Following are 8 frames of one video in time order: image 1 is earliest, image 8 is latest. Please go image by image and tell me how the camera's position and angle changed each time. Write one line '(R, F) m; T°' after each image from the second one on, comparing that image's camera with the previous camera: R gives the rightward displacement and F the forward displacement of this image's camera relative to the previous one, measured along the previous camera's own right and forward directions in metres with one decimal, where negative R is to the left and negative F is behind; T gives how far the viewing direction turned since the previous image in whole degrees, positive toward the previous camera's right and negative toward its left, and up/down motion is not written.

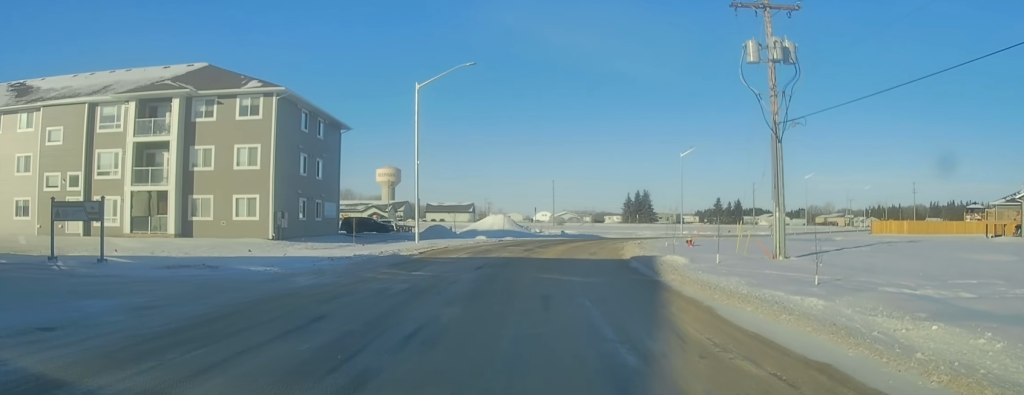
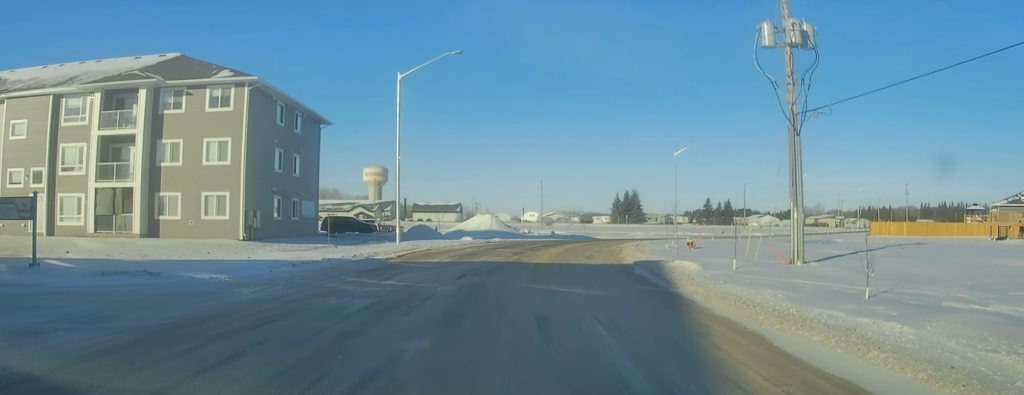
(0.0, +3.0) m; 0°
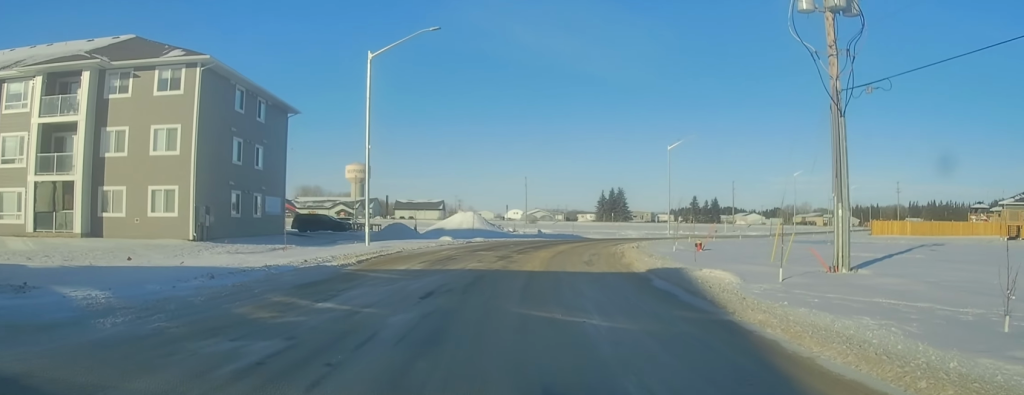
(0.0, +4.7) m; +1°
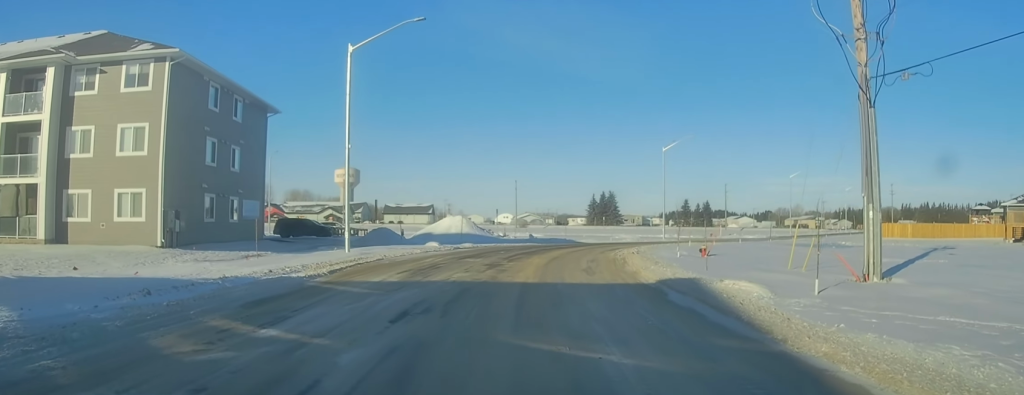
(-0.1, +2.4) m; +2°
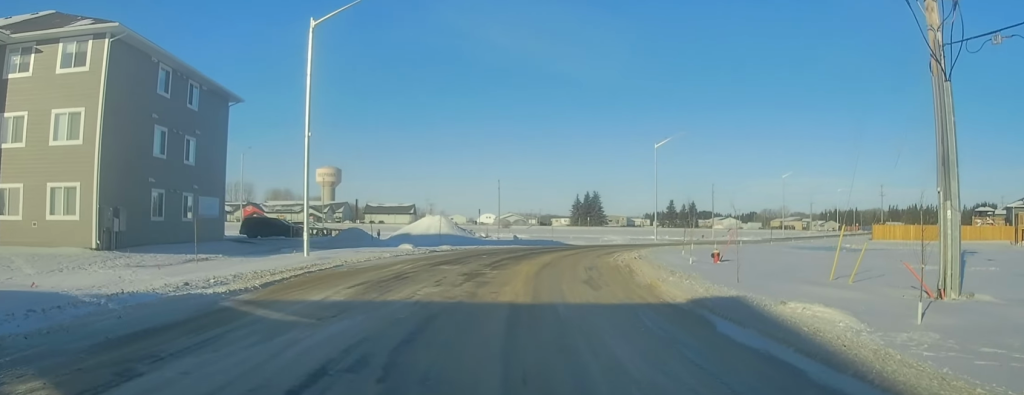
(+0.2, +4.2) m; +1°
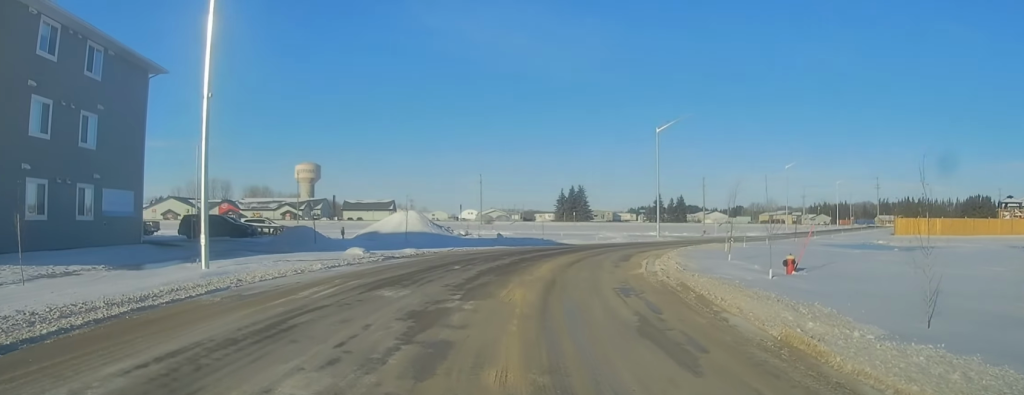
(-0.1, +8.6) m; -1°
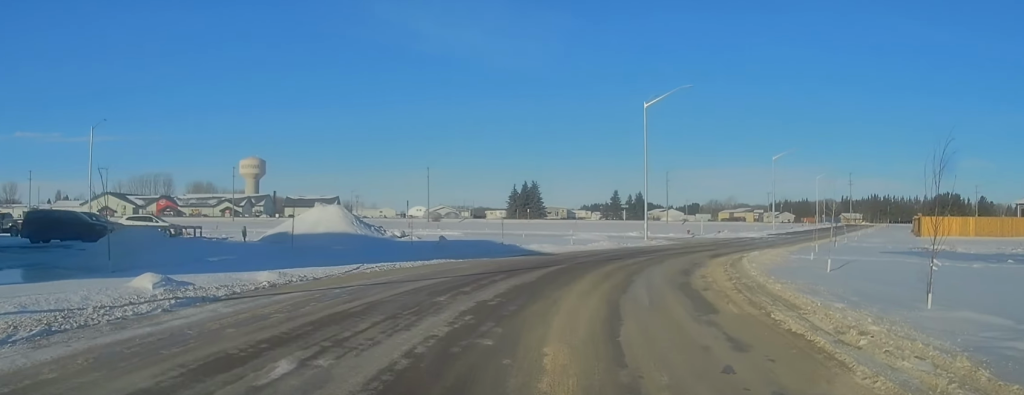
(+0.8, +14.2) m; +8°
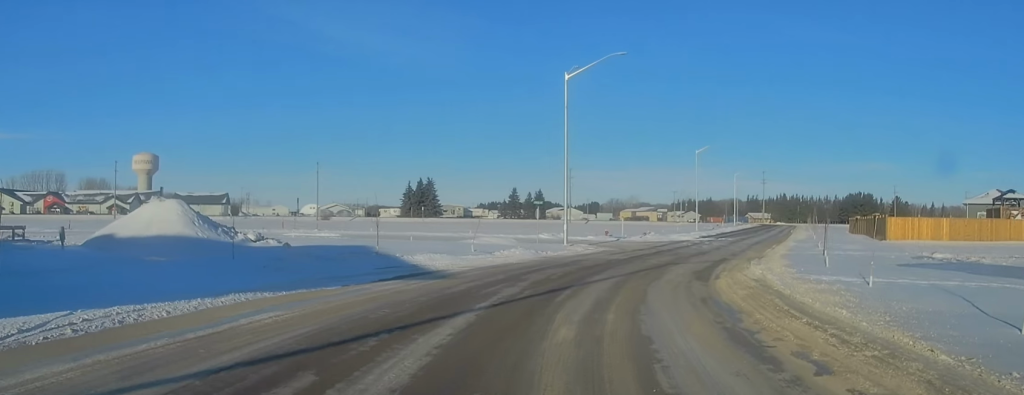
(+0.6, +11.1) m; +5°
